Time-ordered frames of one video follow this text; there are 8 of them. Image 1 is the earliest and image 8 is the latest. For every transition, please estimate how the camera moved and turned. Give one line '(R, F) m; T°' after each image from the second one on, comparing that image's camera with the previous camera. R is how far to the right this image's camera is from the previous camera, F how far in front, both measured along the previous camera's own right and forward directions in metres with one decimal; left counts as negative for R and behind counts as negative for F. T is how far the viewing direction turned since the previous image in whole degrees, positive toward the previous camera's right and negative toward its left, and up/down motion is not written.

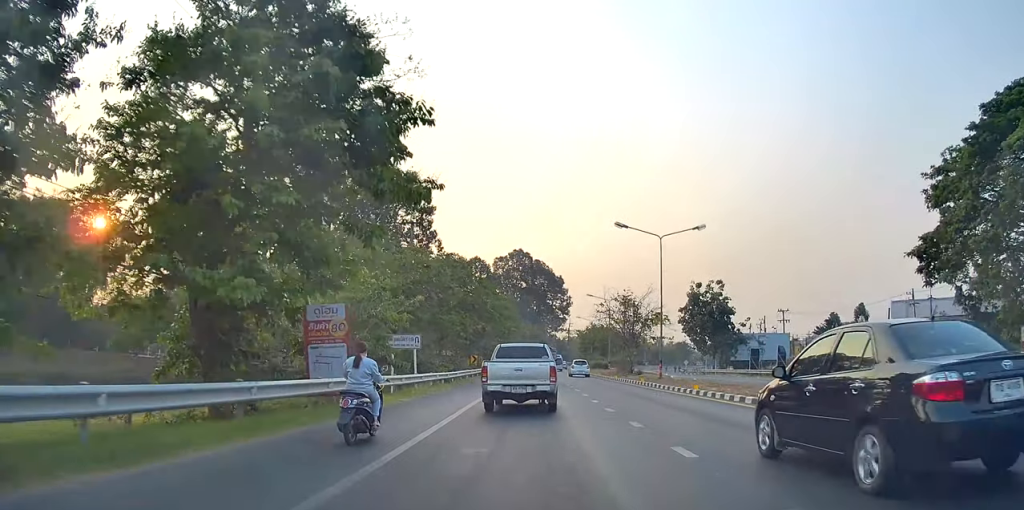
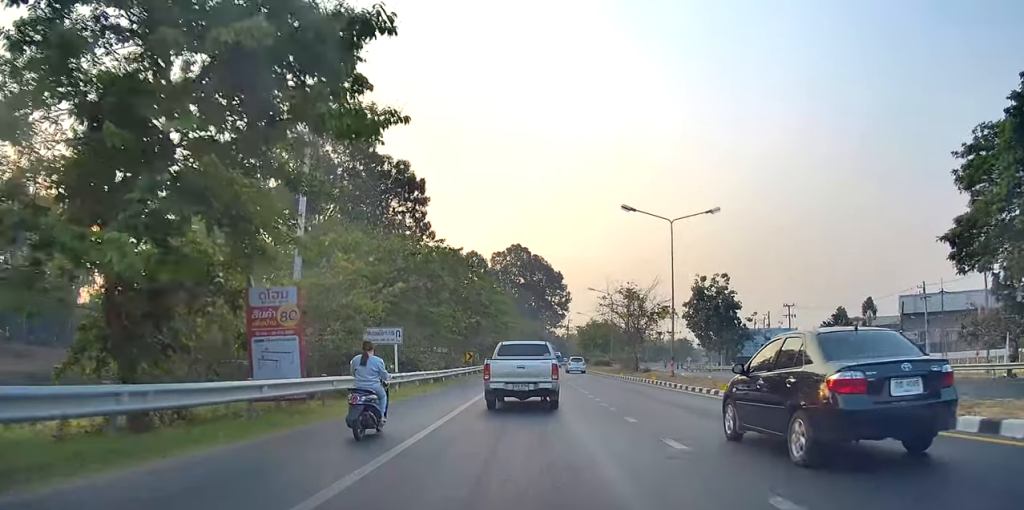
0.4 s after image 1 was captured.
(+0.1, +3.5) m; -1°
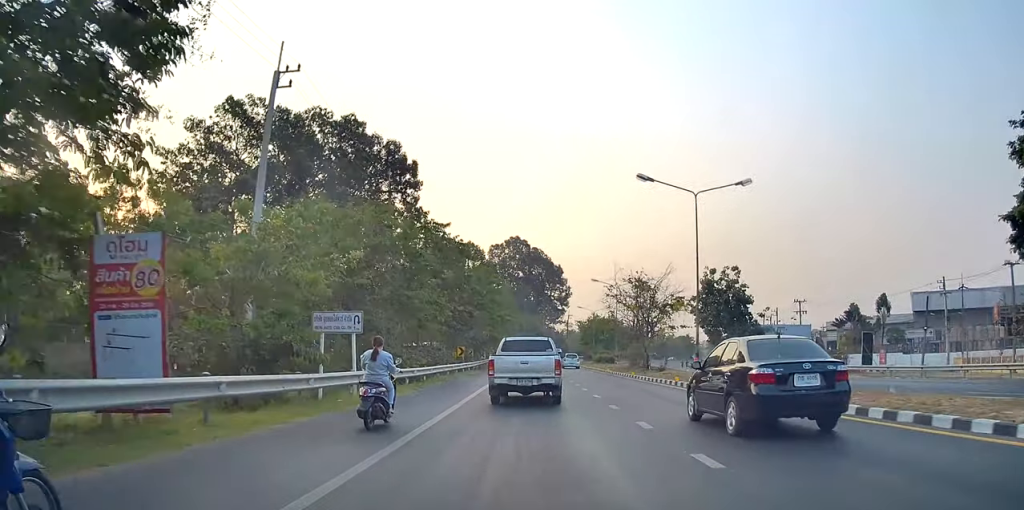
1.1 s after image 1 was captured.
(-0.4, +5.8) m; 0°
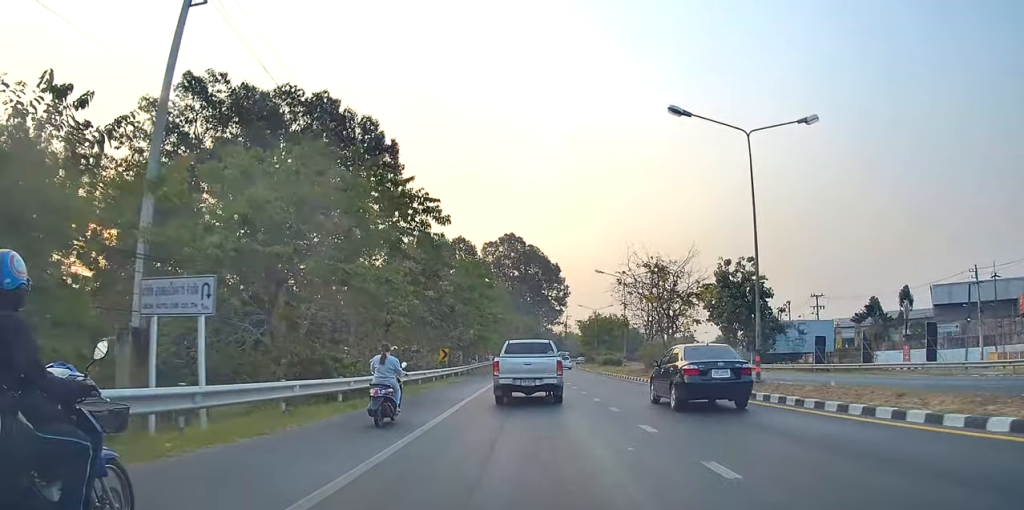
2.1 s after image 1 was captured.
(+0.2, +8.5) m; 0°
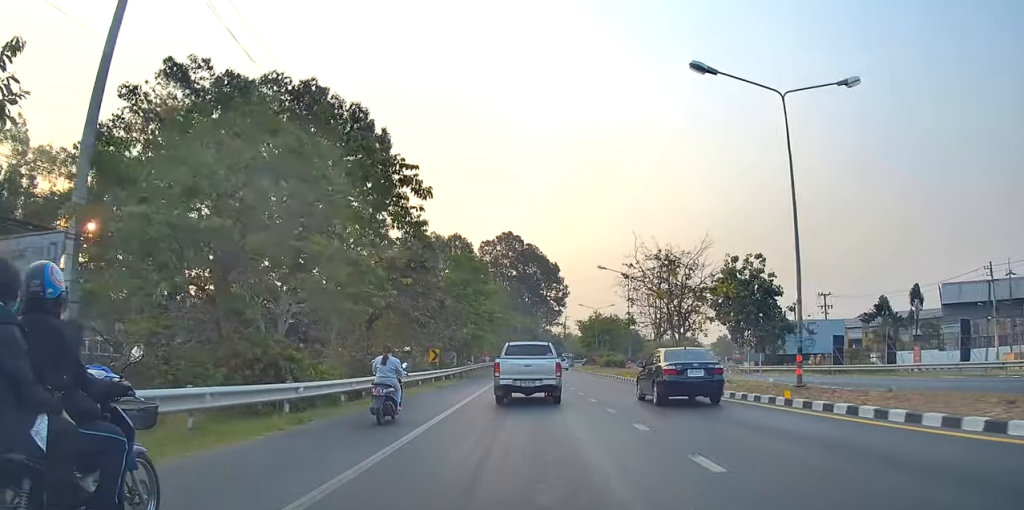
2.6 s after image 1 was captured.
(0.0, +3.7) m; 0°
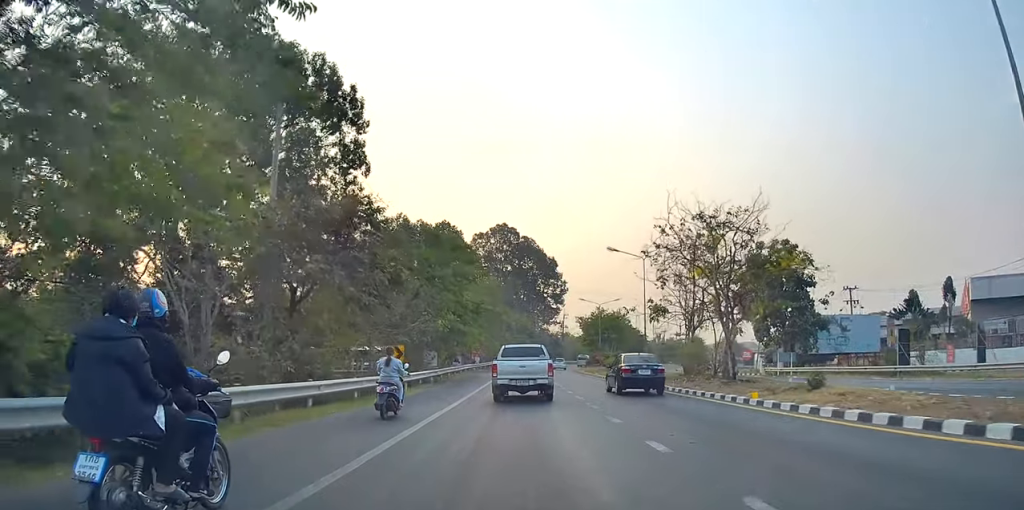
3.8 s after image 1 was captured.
(-0.1, +10.5) m; +1°
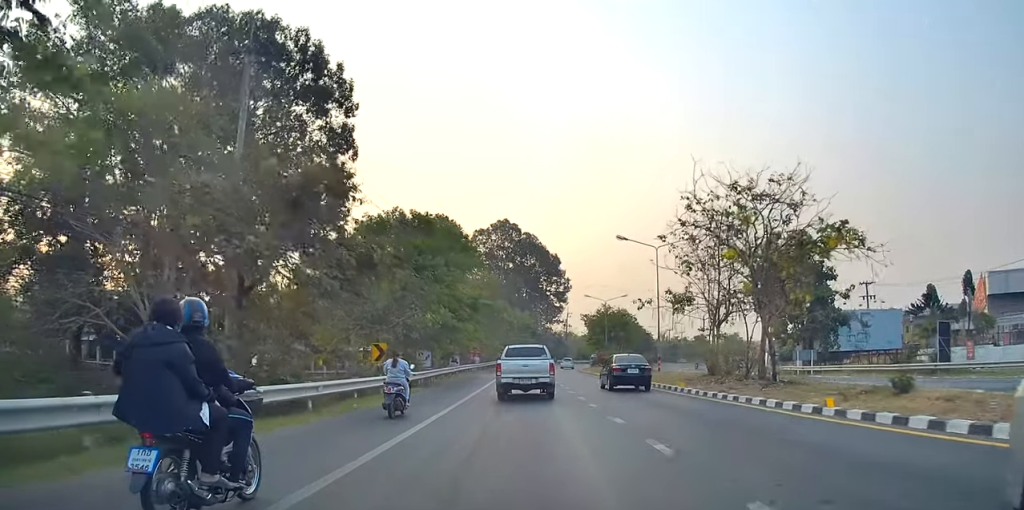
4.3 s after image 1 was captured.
(+0.3, +4.5) m; 0°
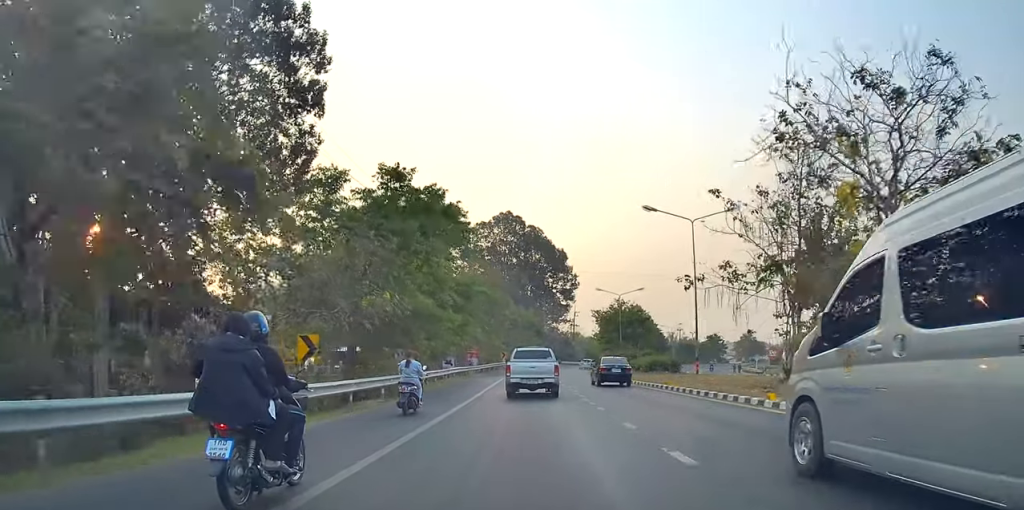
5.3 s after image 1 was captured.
(-0.5, +9.1) m; -2°
